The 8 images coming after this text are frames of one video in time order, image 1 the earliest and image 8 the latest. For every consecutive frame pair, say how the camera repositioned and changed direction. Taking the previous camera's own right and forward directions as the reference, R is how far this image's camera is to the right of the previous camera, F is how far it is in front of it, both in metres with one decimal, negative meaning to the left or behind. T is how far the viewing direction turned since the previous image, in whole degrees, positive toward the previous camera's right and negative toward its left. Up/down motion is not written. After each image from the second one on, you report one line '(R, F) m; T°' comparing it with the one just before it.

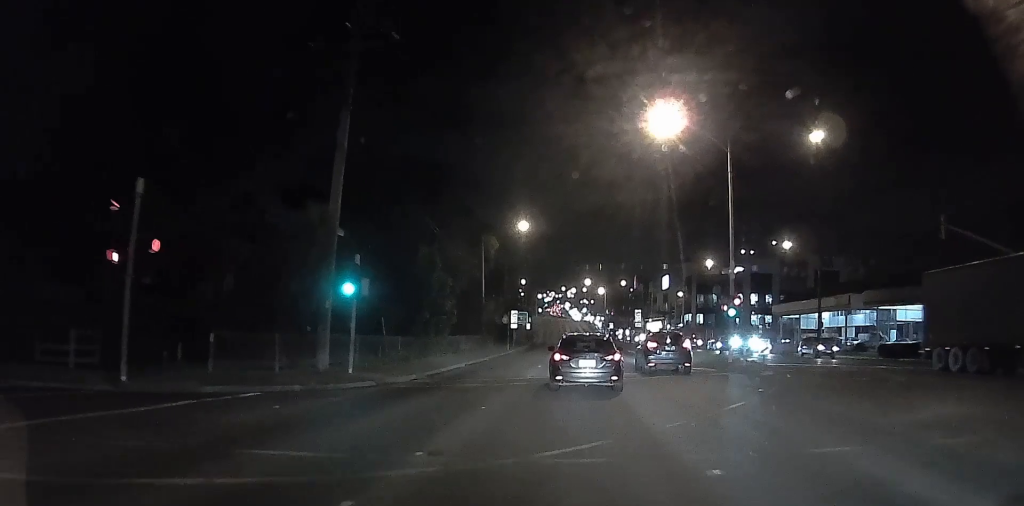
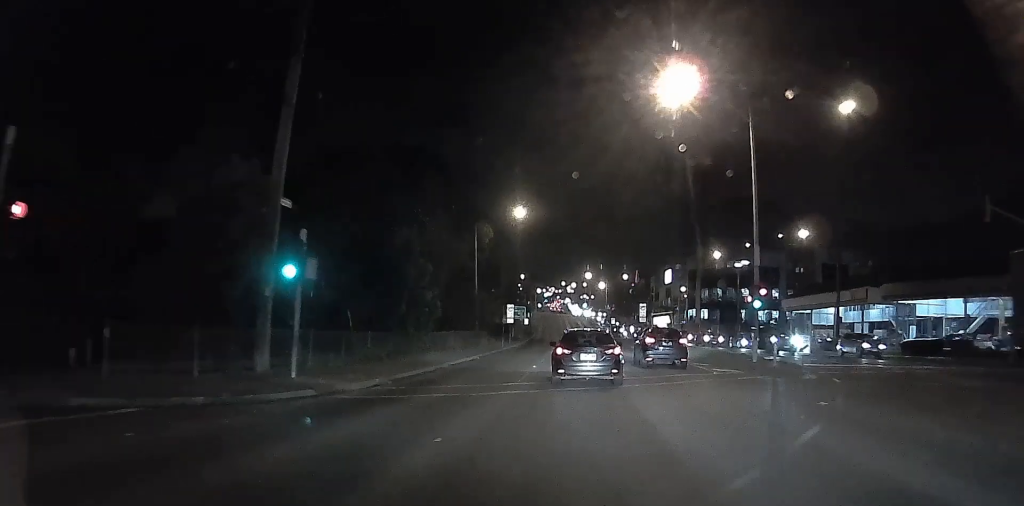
(-0.1, +6.1) m; -2°
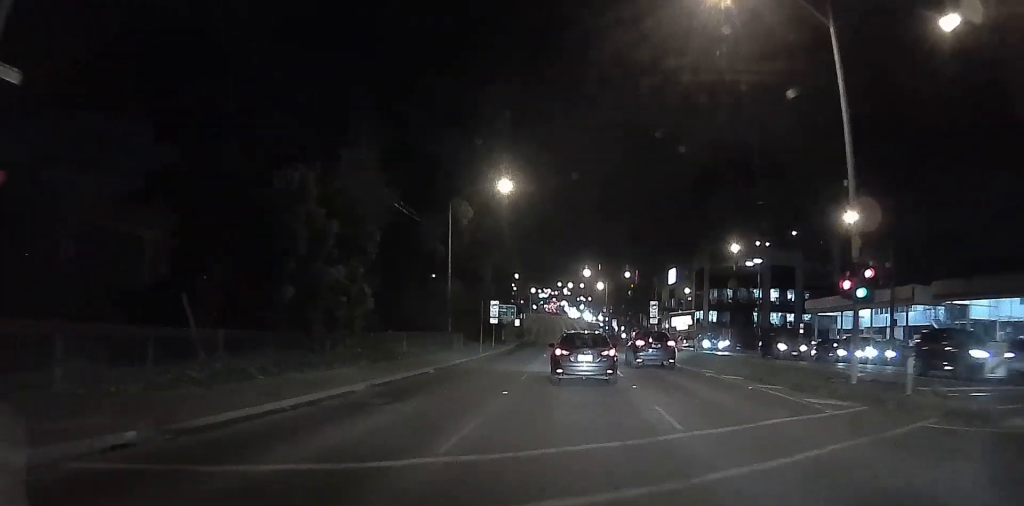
(-0.6, +13.6) m; -5°
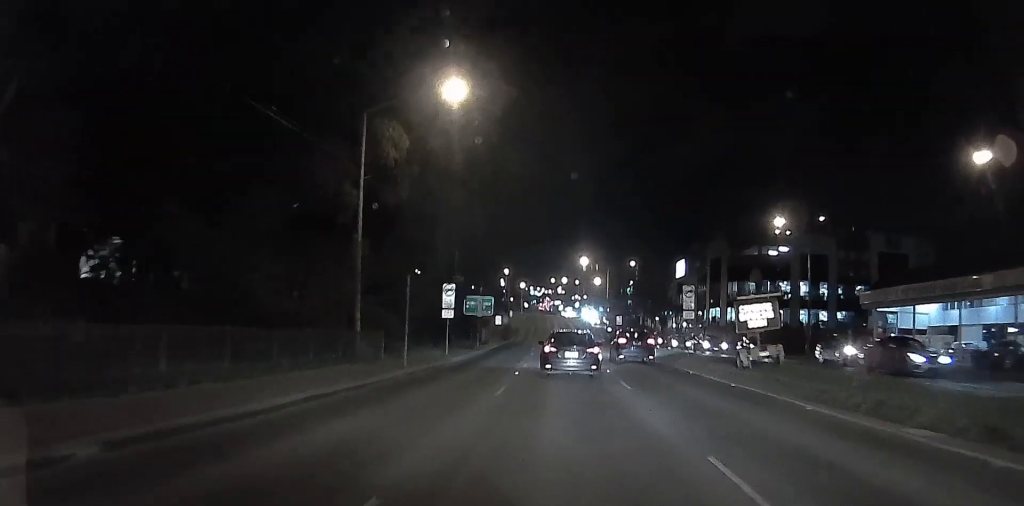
(+0.2, +20.7) m; +5°
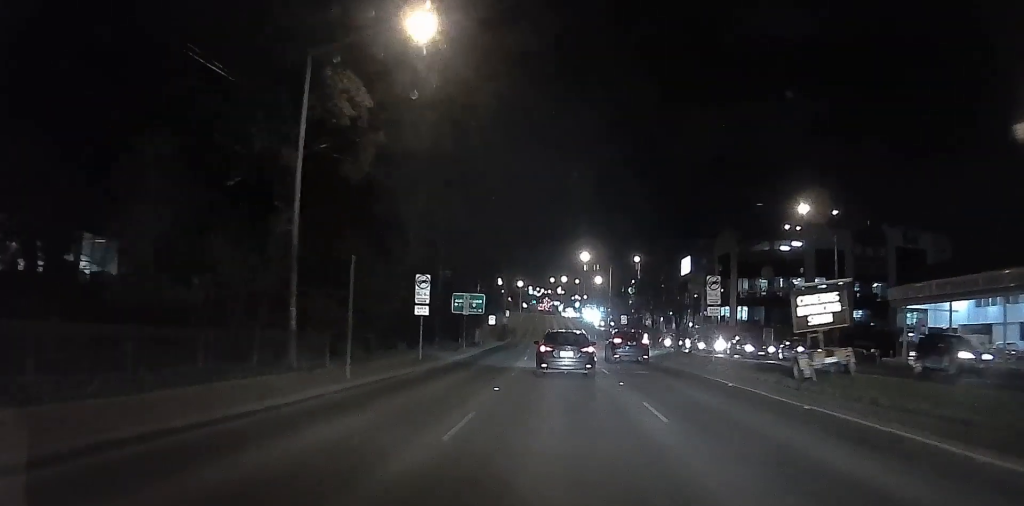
(+0.1, +6.9) m; -1°
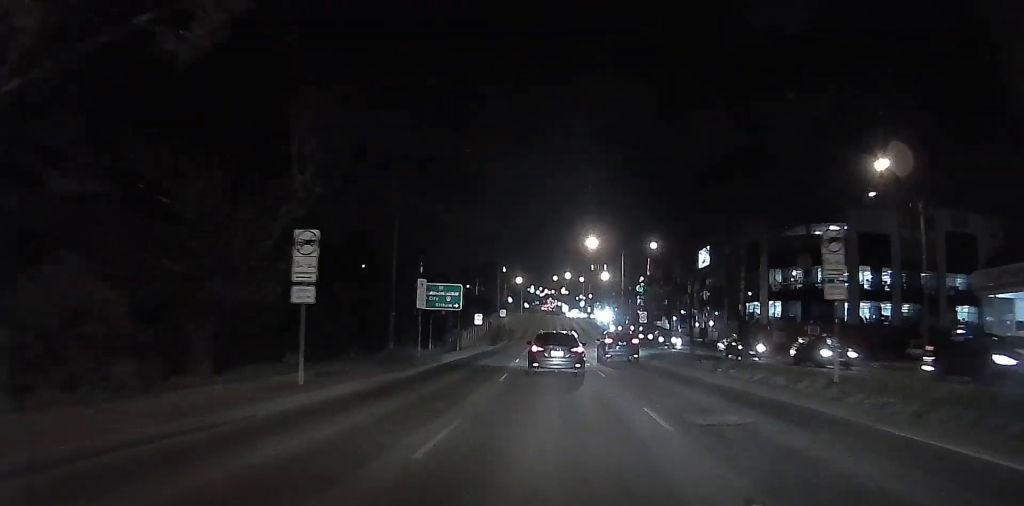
(-0.5, +14.4) m; -4°
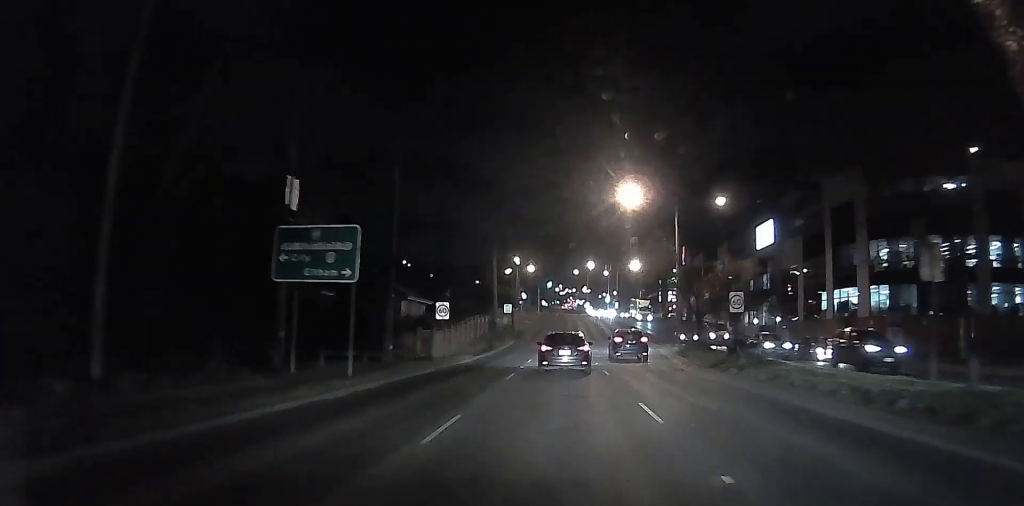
(+0.5, +24.8) m; +5°
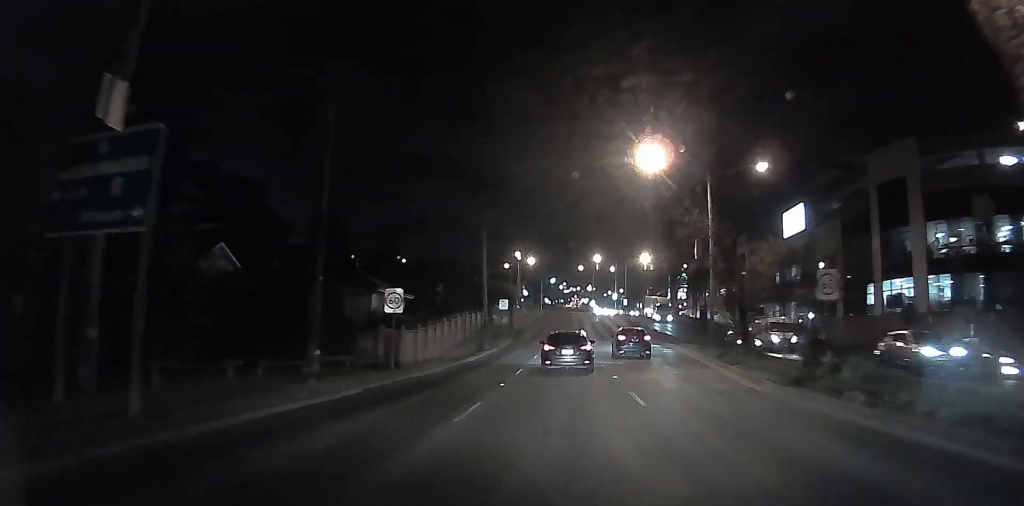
(0.0, +10.0) m; +1°
